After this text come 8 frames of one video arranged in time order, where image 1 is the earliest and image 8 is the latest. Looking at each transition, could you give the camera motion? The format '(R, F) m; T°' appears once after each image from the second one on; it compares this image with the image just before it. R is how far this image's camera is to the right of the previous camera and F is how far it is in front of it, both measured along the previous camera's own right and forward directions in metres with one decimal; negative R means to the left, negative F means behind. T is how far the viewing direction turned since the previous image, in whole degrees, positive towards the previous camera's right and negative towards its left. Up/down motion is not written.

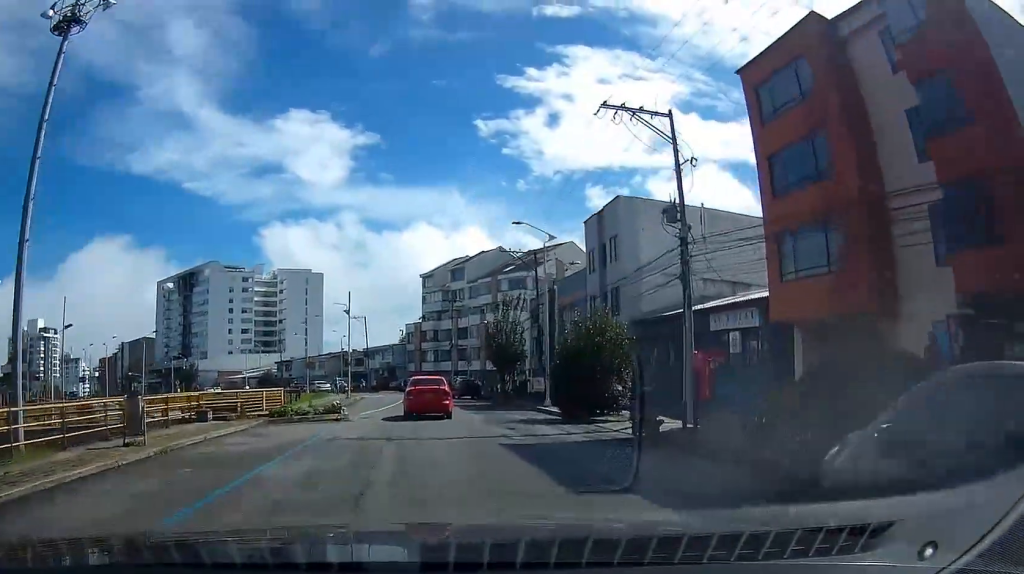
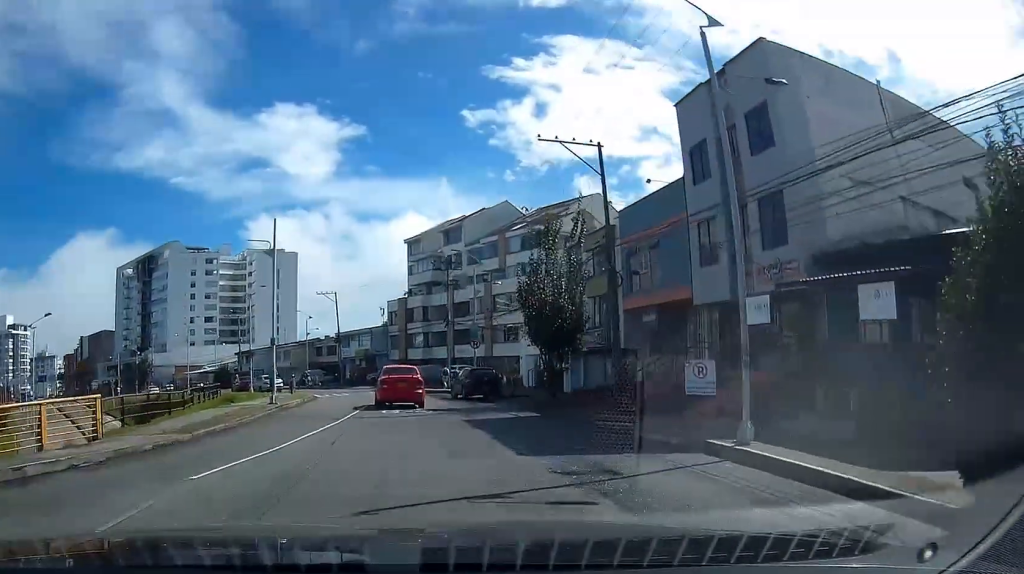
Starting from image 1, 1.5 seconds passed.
(0.0, +19.8) m; -1°
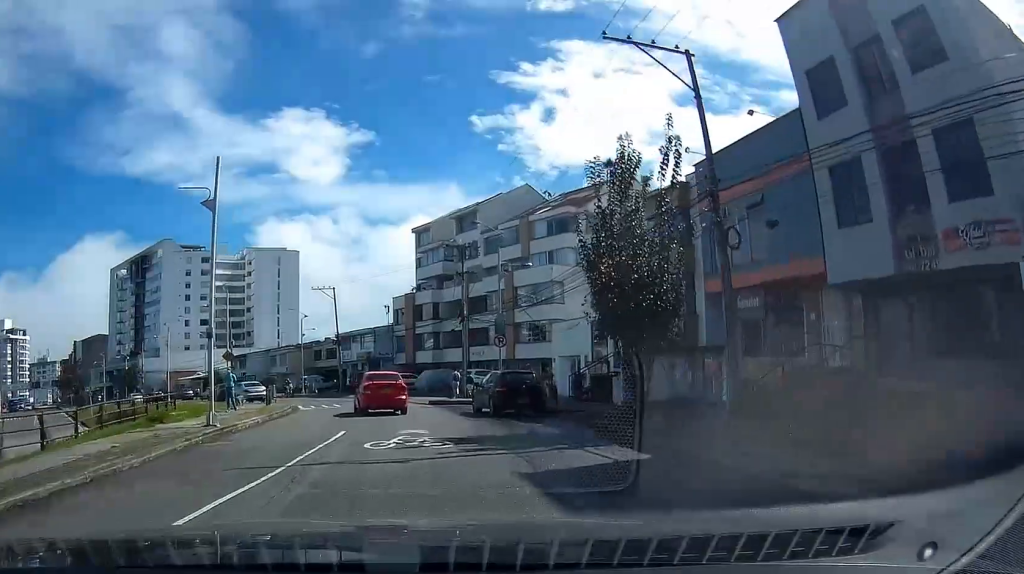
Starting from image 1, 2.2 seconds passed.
(+0.1, +8.8) m; -1°
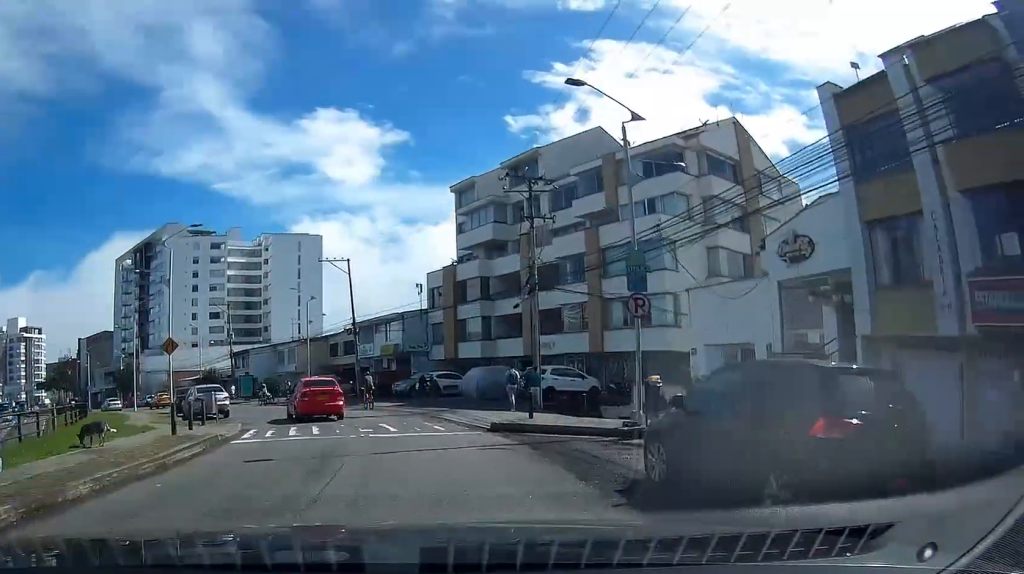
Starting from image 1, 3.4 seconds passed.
(-0.6, +16.4) m; -3°
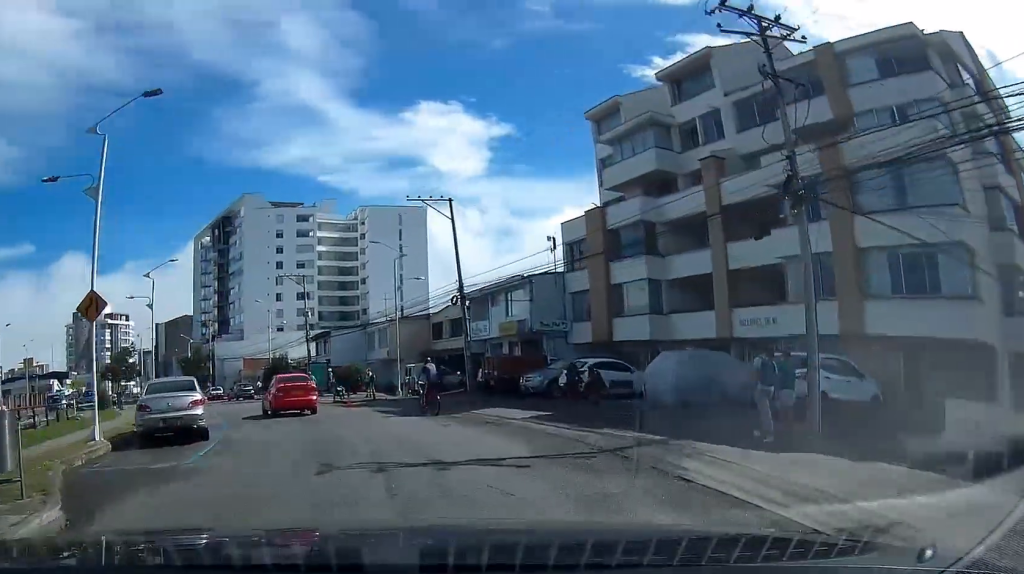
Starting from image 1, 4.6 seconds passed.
(-0.3, +15.3) m; -5°
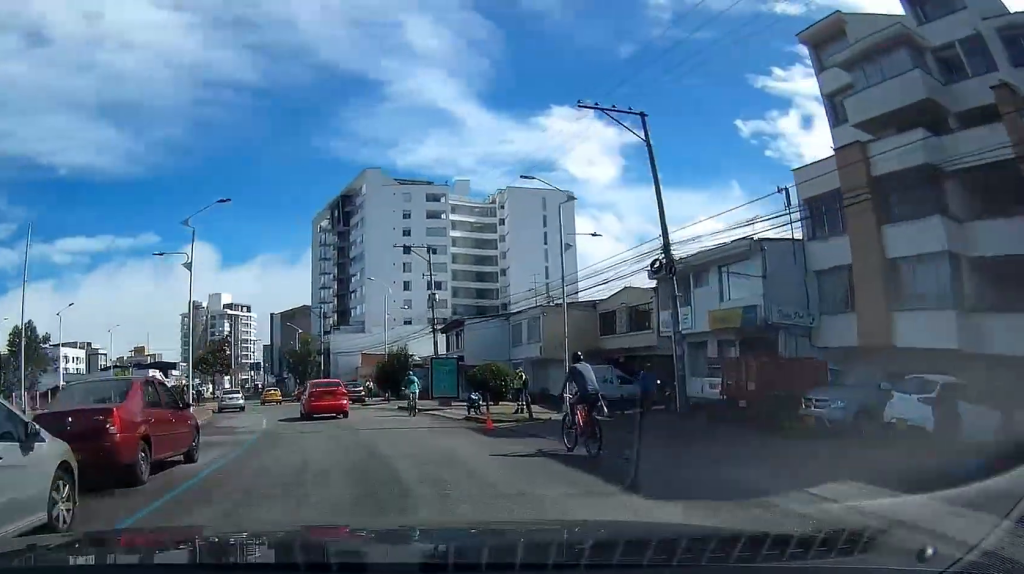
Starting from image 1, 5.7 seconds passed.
(-0.9, +13.2) m; -10°
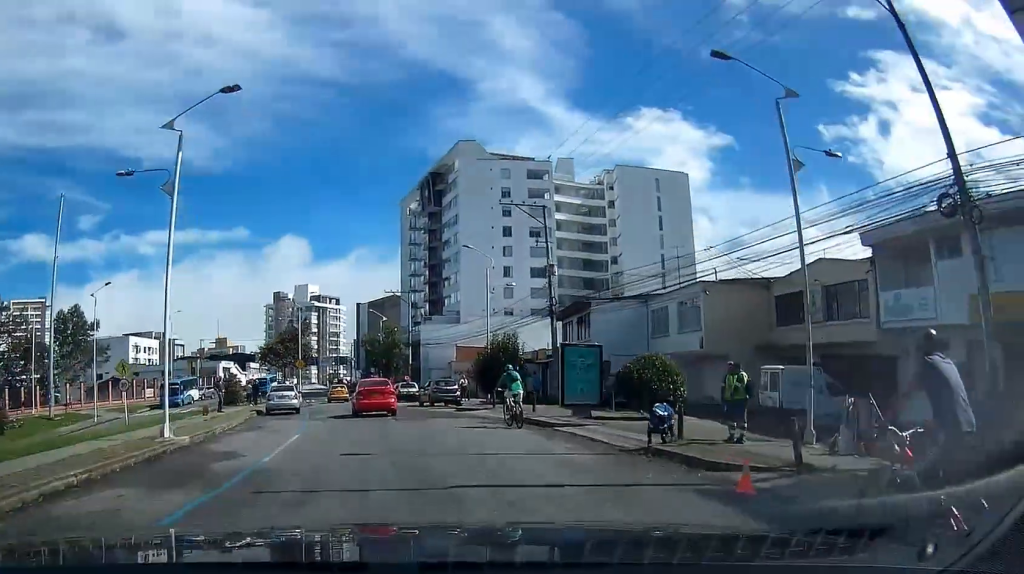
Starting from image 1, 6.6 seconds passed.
(-0.8, +10.4) m; -9°
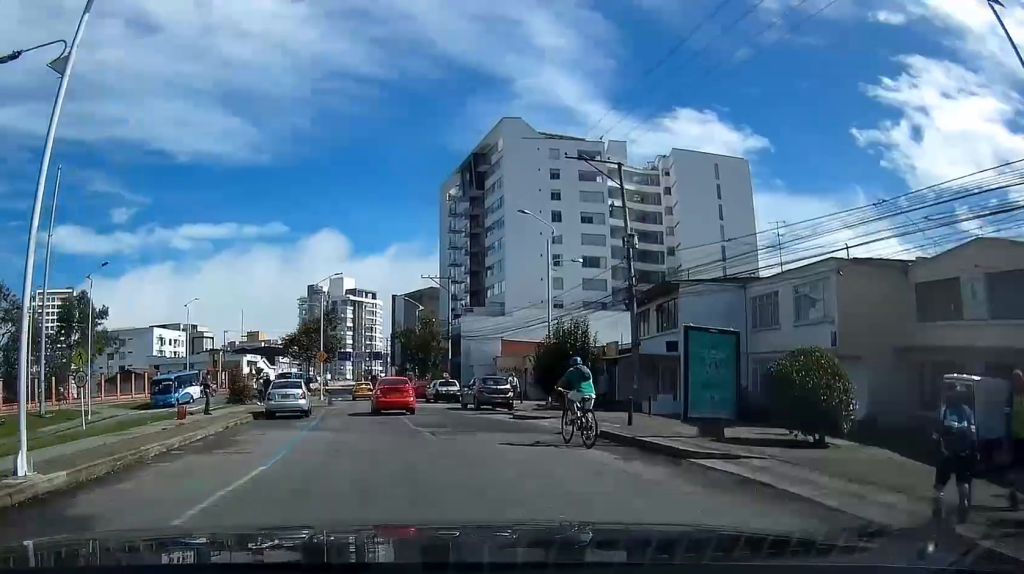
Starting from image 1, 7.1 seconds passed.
(-0.6, +7.0) m; -5°
